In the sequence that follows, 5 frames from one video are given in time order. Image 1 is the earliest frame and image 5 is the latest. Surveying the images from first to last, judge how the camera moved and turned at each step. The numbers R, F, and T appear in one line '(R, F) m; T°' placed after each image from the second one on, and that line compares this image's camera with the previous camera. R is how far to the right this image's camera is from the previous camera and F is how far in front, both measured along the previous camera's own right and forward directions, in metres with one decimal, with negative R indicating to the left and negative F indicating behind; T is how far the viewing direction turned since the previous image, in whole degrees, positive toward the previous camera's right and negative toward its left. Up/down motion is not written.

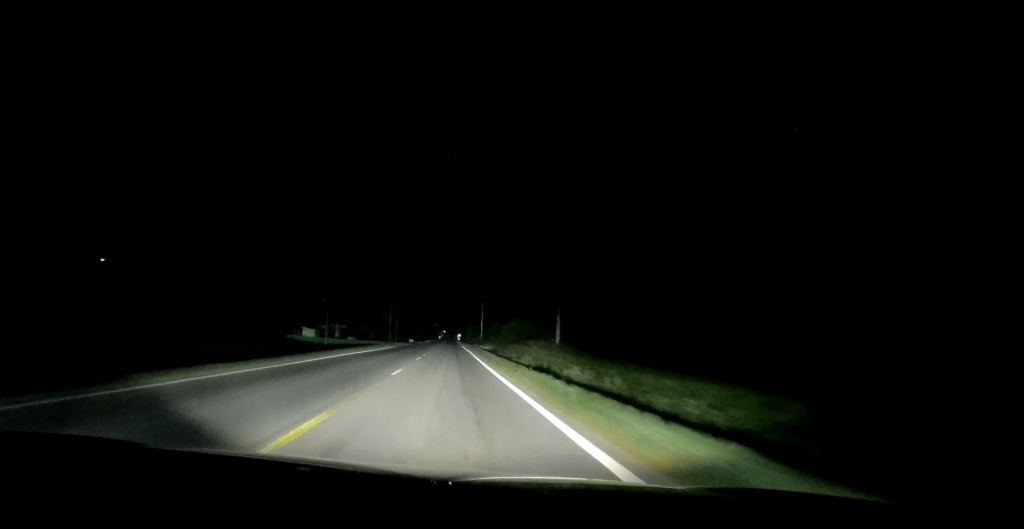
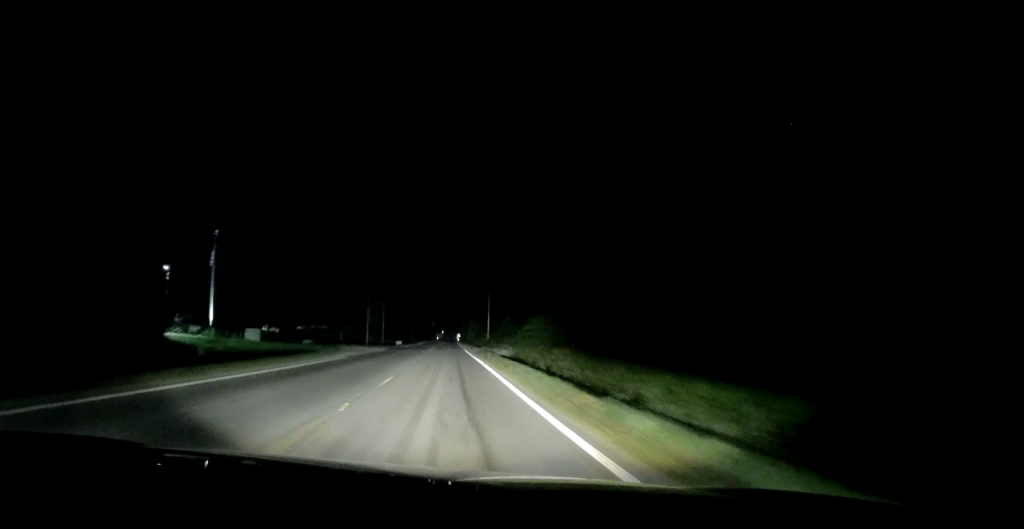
(0.0, +28.4) m; 0°
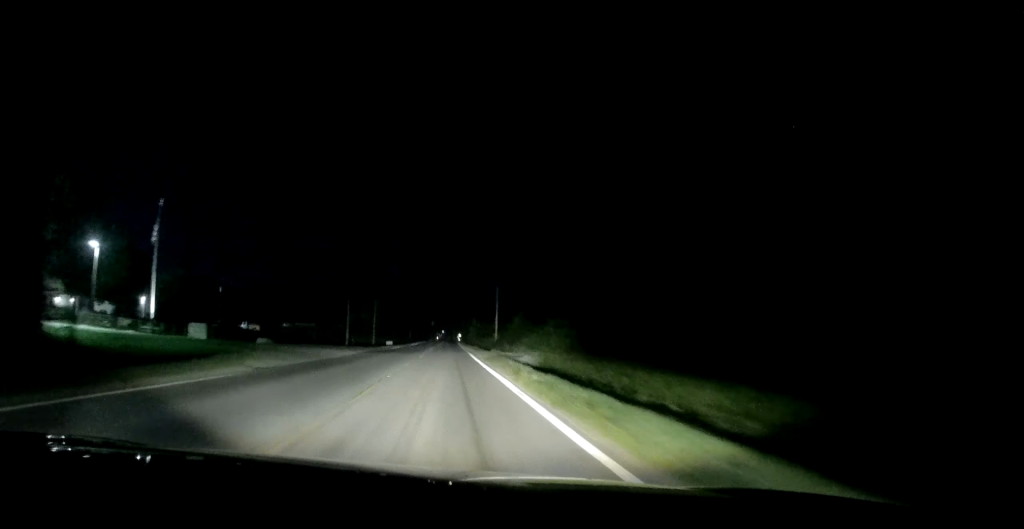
(0.0, +16.7) m; 0°
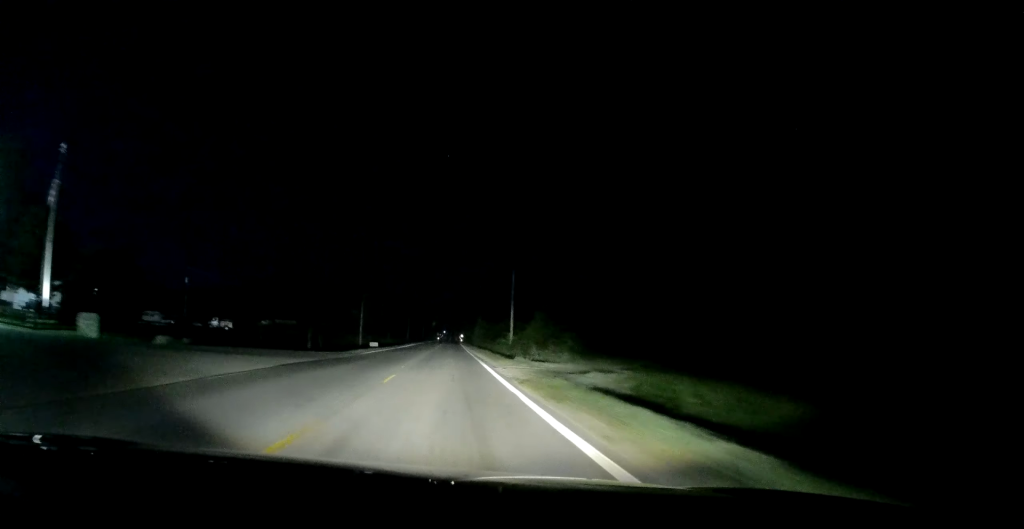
(0.0, +19.2) m; 0°
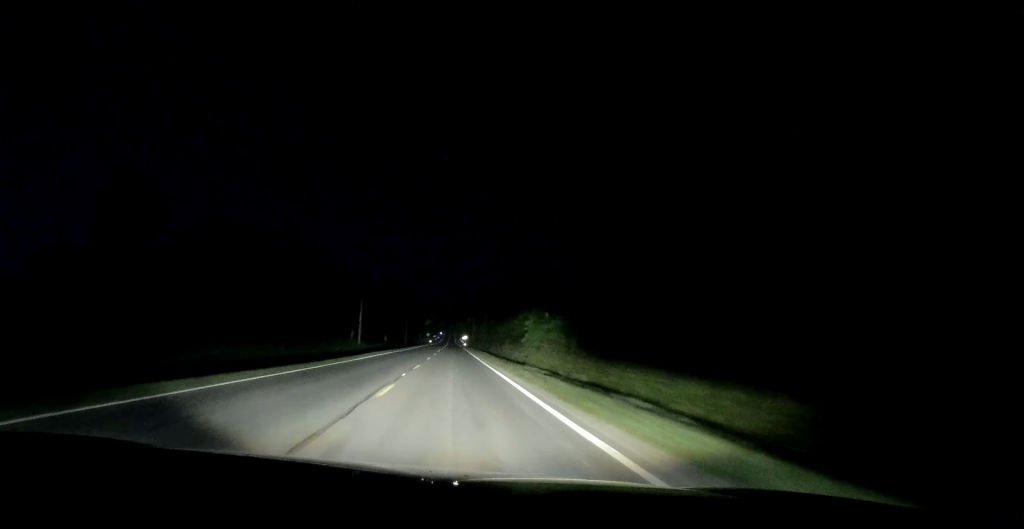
(-1.1, +102.4) m; -1°
